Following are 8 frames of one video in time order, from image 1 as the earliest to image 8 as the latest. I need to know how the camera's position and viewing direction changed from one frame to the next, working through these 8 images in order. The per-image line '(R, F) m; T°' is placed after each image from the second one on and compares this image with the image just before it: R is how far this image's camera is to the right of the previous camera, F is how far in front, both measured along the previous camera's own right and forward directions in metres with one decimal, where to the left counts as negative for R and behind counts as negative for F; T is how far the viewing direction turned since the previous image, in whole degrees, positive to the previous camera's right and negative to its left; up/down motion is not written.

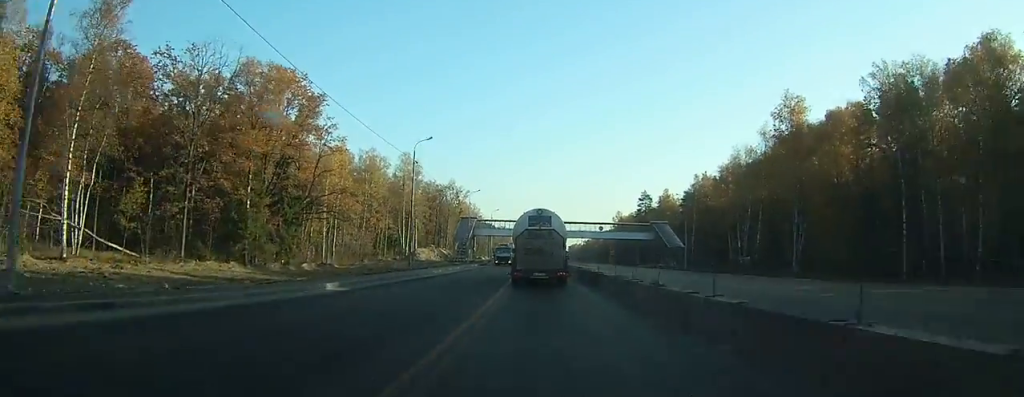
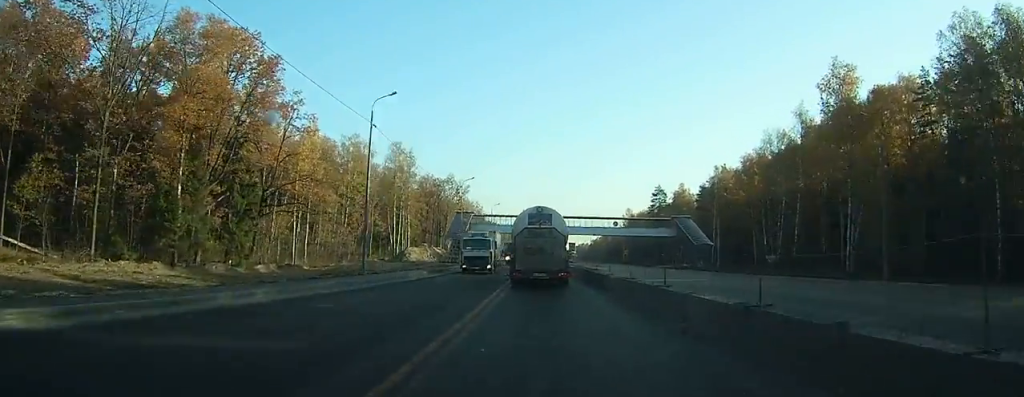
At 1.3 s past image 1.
(-0.1, +13.7) m; 0°
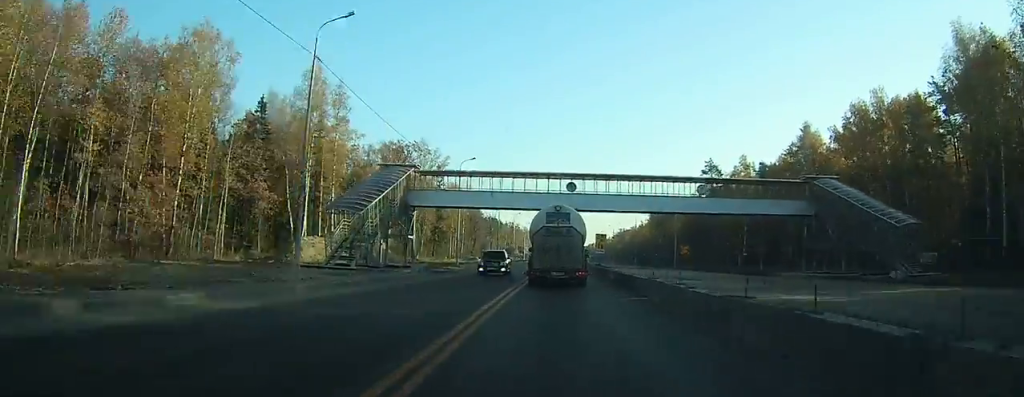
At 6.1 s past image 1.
(-0.3, +51.3) m; 0°
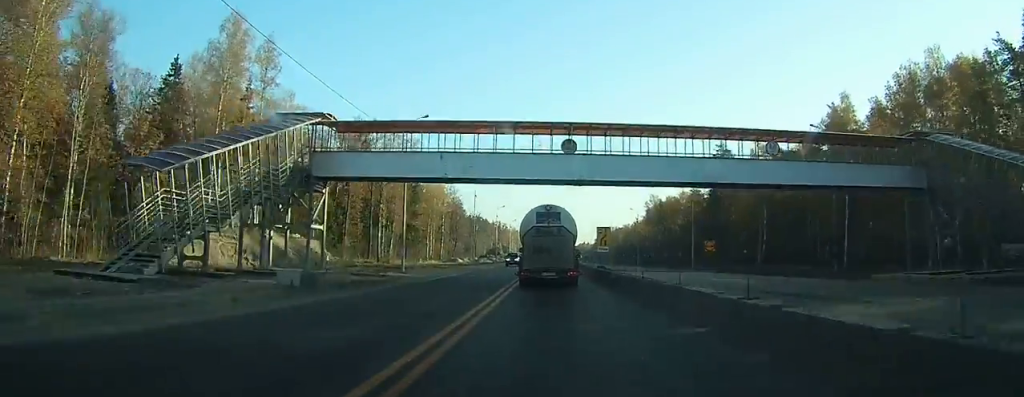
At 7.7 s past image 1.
(+0.2, +18.5) m; 0°
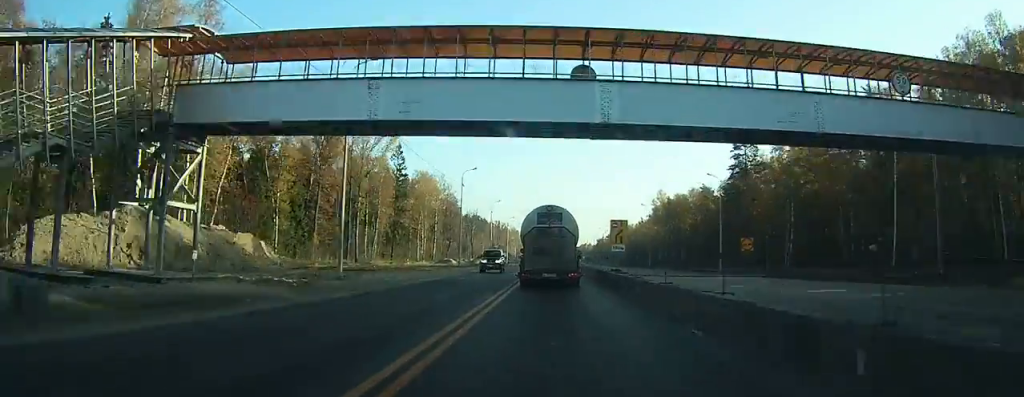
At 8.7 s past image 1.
(-0.1, +12.6) m; 0°
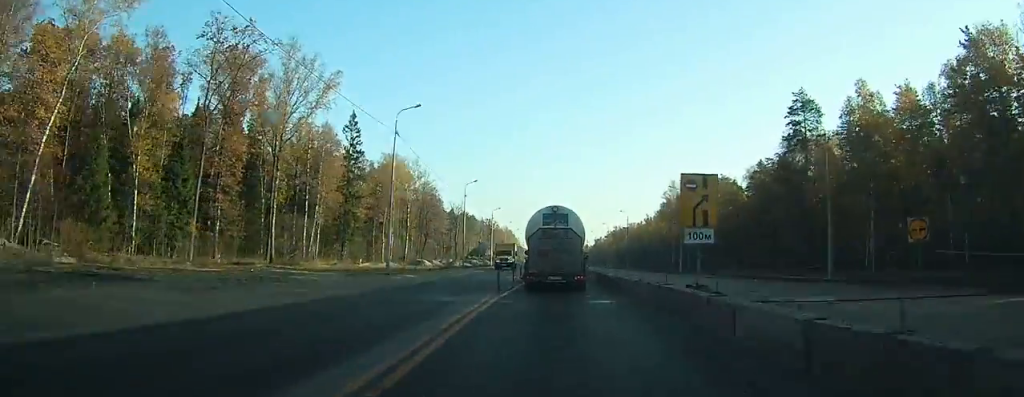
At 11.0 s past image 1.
(+0.1, +27.4) m; +1°
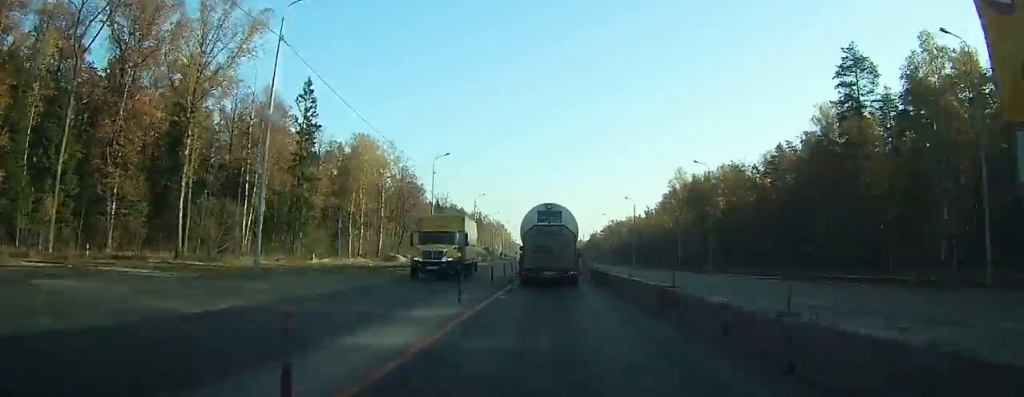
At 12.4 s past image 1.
(+0.2, +17.5) m; 0°
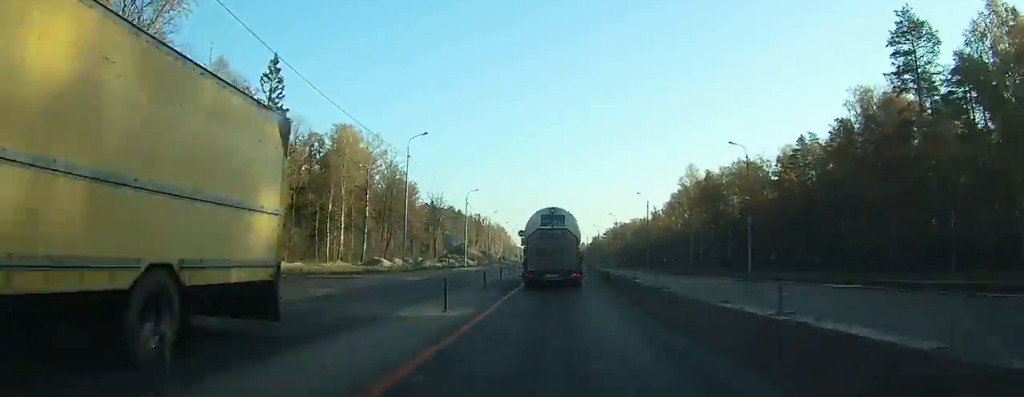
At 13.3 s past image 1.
(0.0, +12.0) m; 0°
